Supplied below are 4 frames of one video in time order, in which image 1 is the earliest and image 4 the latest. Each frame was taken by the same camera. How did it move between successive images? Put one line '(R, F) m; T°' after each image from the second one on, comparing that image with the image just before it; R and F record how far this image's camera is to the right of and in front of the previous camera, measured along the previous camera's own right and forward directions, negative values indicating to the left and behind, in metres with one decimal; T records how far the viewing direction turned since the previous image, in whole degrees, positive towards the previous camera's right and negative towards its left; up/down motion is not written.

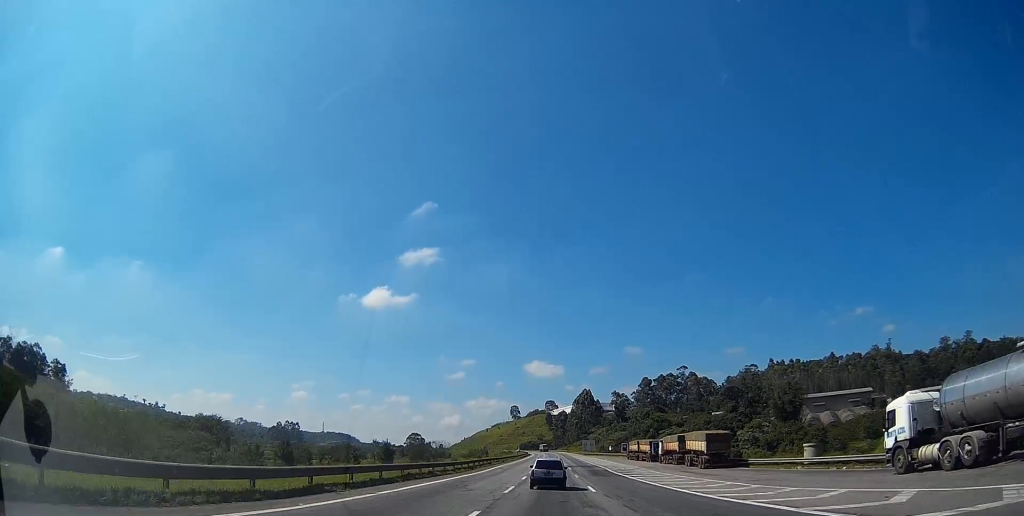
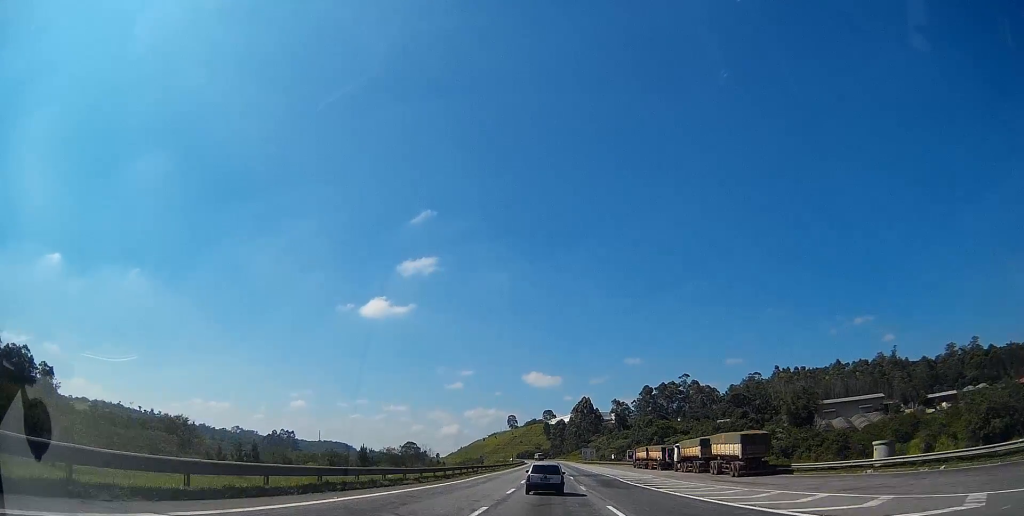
(0.0, +11.1) m; 0°
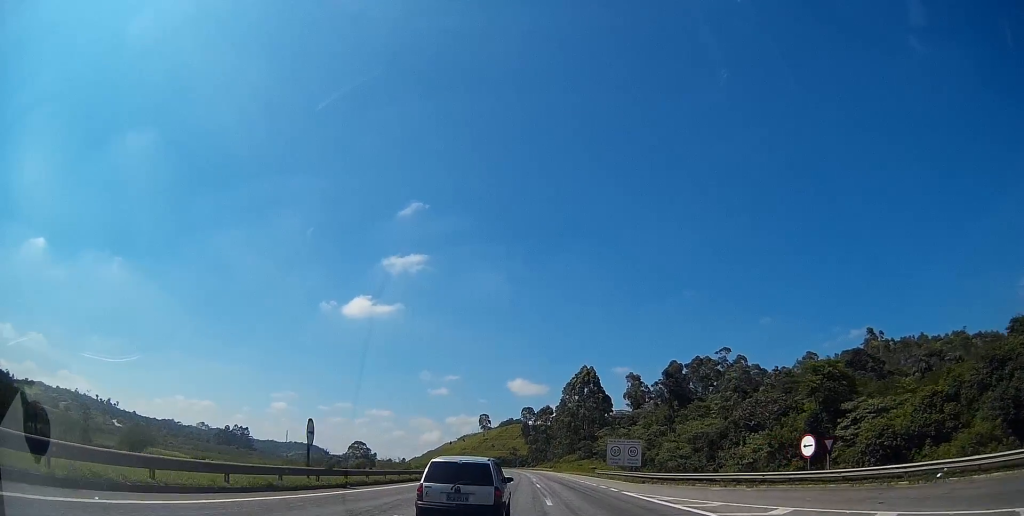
(+0.3, +112.0) m; +1°
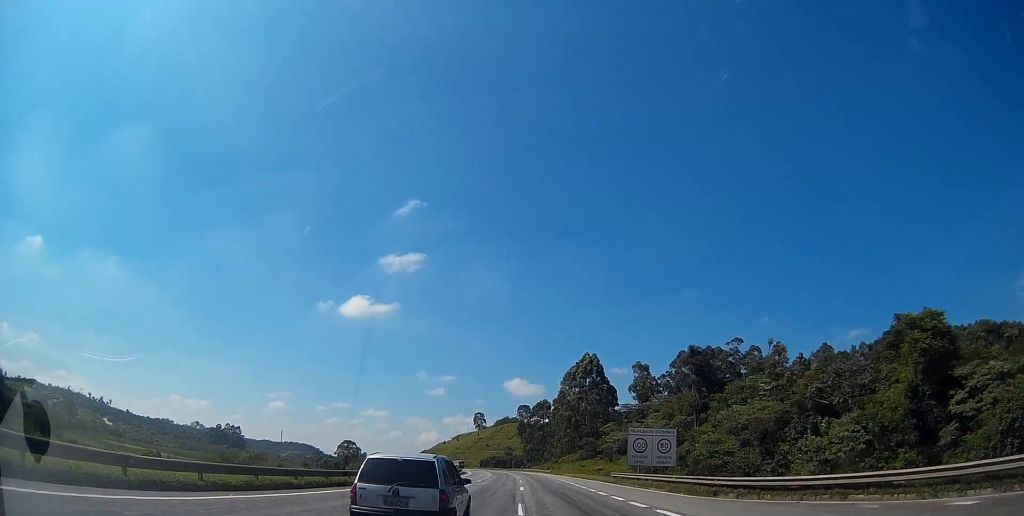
(+0.2, +20.9) m; +1°
